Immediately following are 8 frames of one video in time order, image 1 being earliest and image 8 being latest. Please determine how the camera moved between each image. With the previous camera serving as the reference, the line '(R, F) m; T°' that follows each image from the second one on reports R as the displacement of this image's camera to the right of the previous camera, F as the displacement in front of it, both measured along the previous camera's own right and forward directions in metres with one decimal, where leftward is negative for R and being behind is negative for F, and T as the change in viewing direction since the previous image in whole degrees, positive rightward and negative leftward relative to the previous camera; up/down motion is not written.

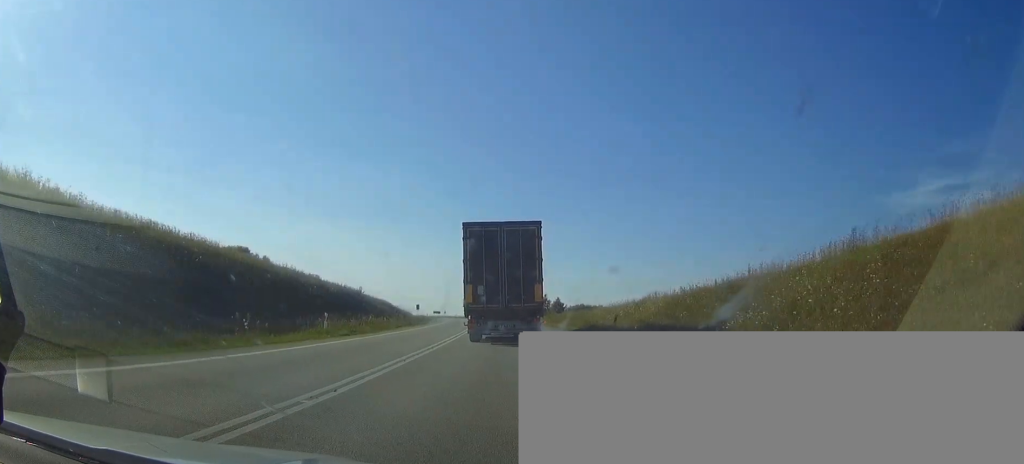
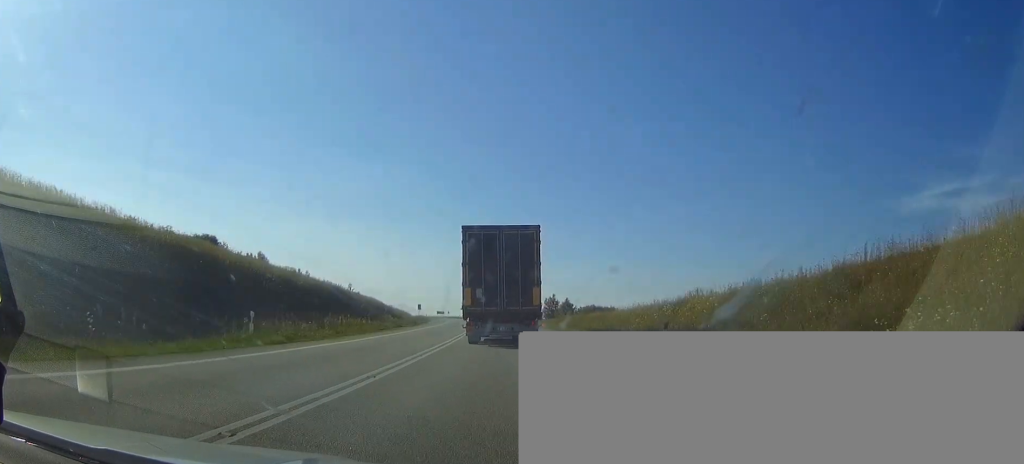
(0.0, +9.8) m; 0°
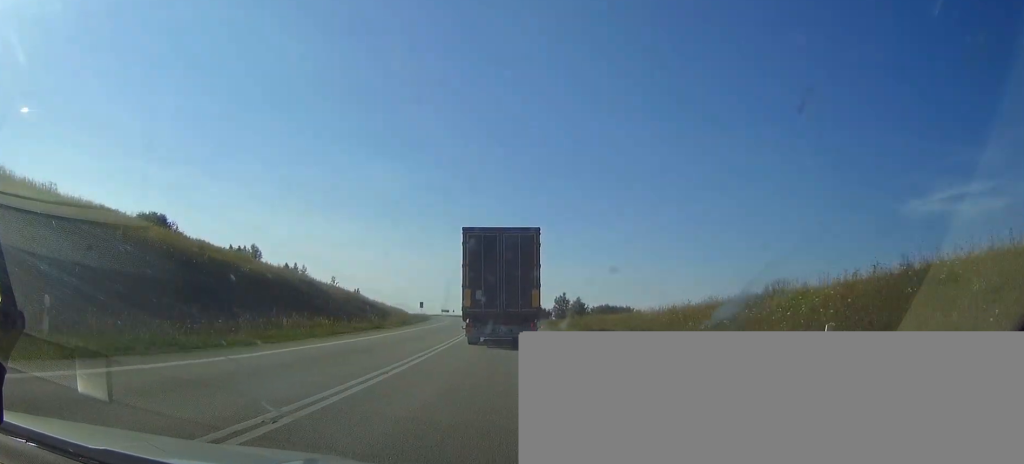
(+0.1, +11.3) m; 0°
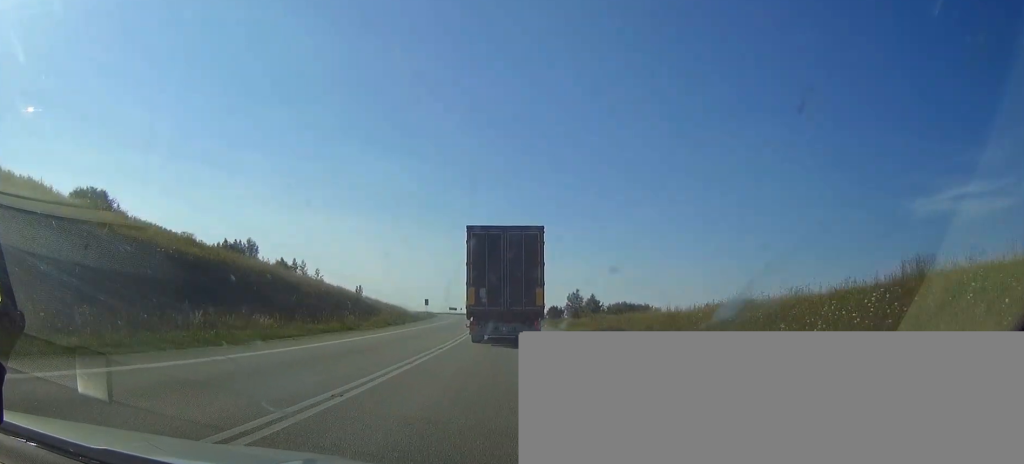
(-0.1, +9.9) m; -1°
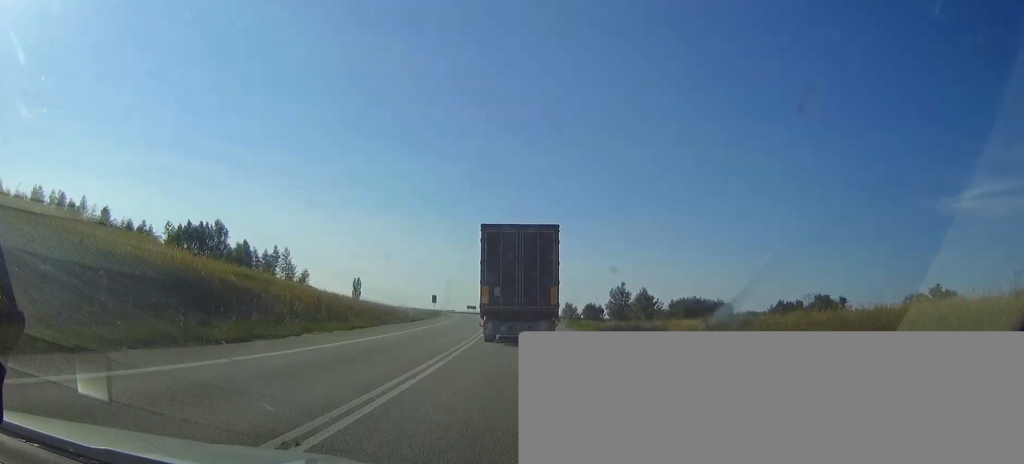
(-0.7, +32.9) m; -2°
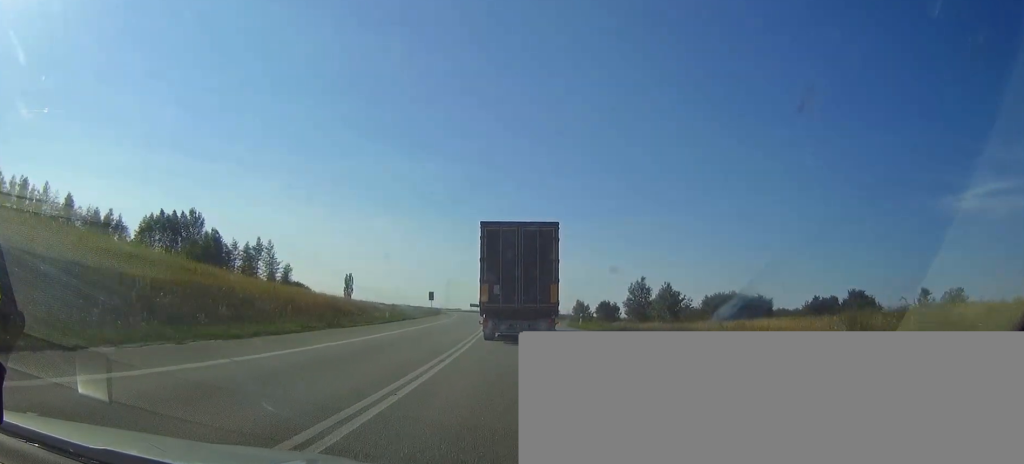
(-0.1, +14.6) m; -1°
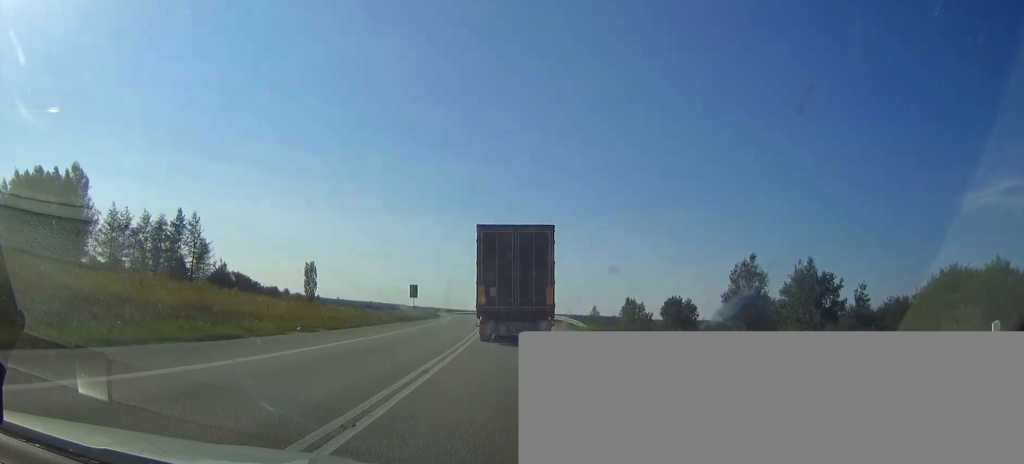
(-0.8, +45.6) m; -2°
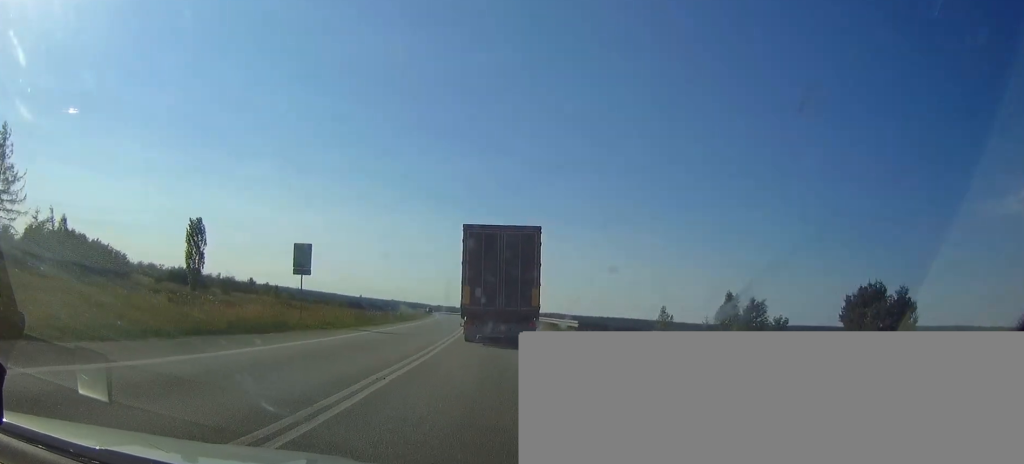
(-1.2, +50.7) m; -3°
